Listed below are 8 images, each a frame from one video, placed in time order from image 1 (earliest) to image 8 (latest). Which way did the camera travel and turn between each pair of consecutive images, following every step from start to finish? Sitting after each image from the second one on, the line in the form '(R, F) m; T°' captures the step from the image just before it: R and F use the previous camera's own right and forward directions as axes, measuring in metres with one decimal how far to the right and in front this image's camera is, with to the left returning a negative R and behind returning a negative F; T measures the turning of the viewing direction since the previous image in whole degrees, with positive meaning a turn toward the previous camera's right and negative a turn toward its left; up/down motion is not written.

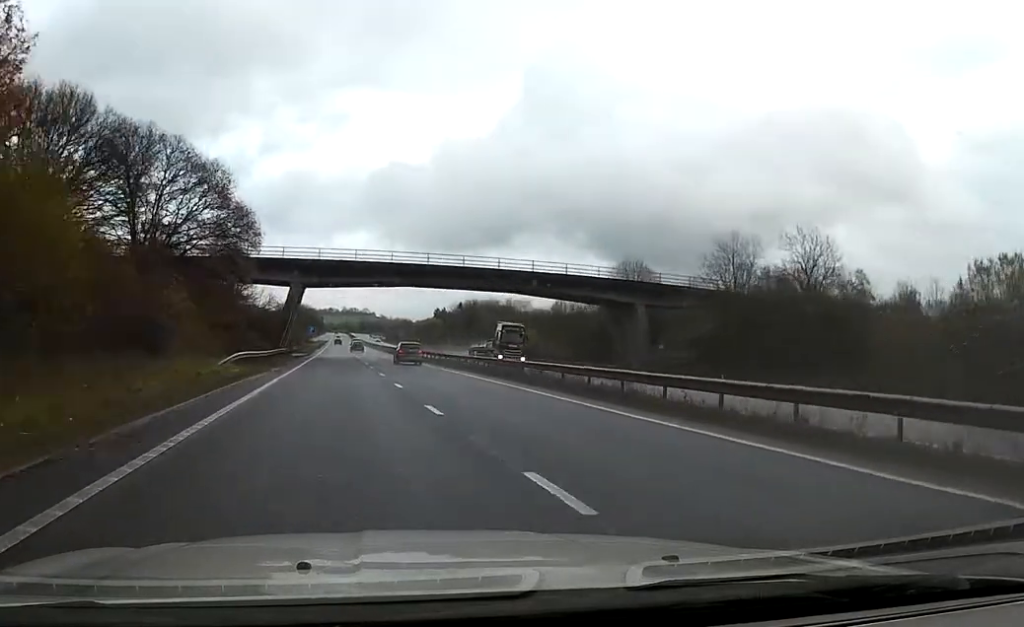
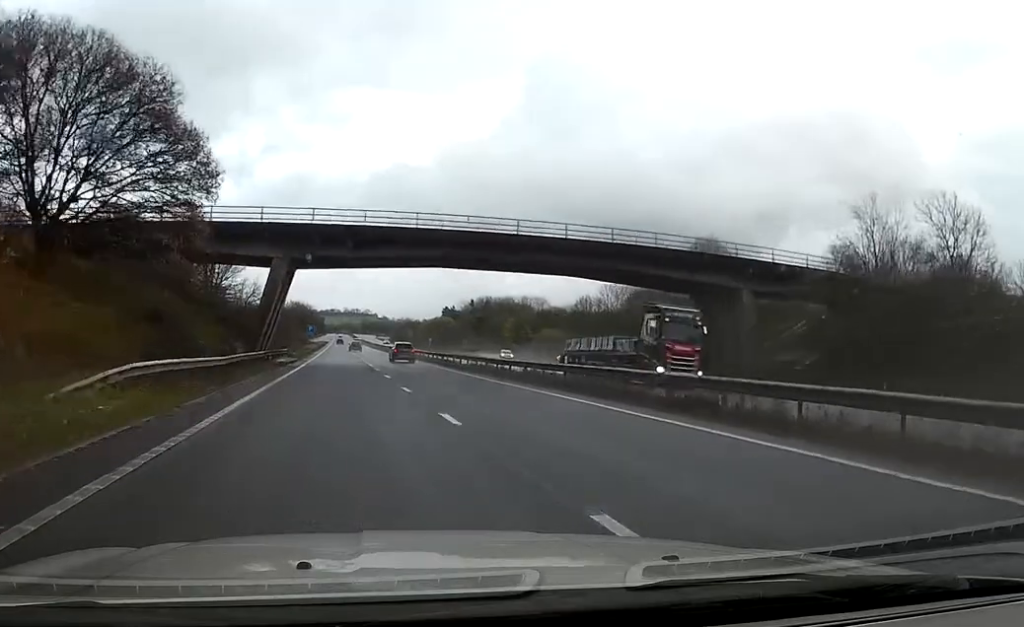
(-0.3, +19.1) m; 0°
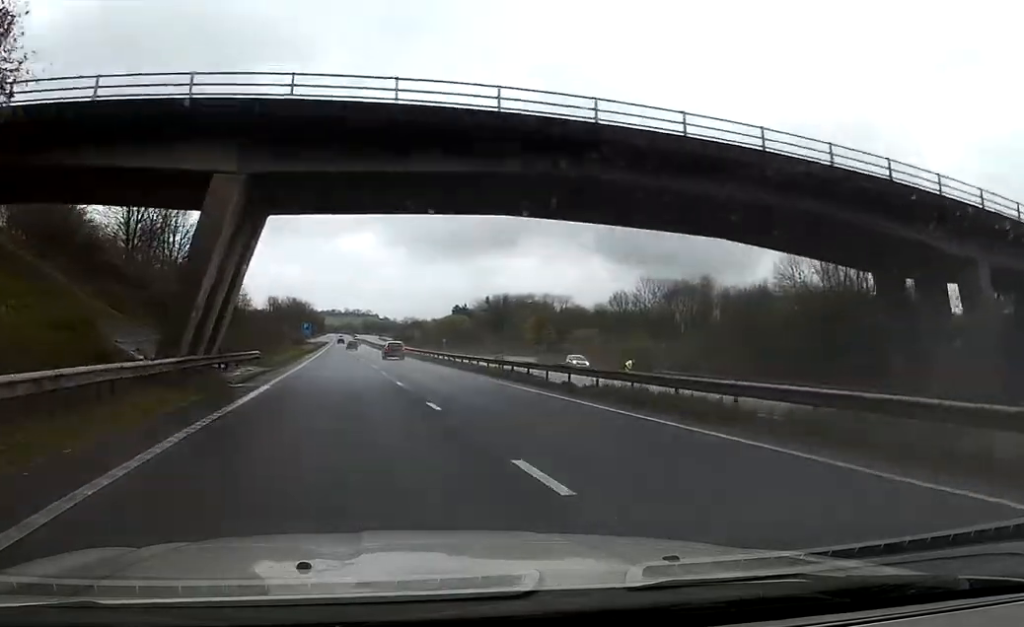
(+0.3, +22.7) m; +1°
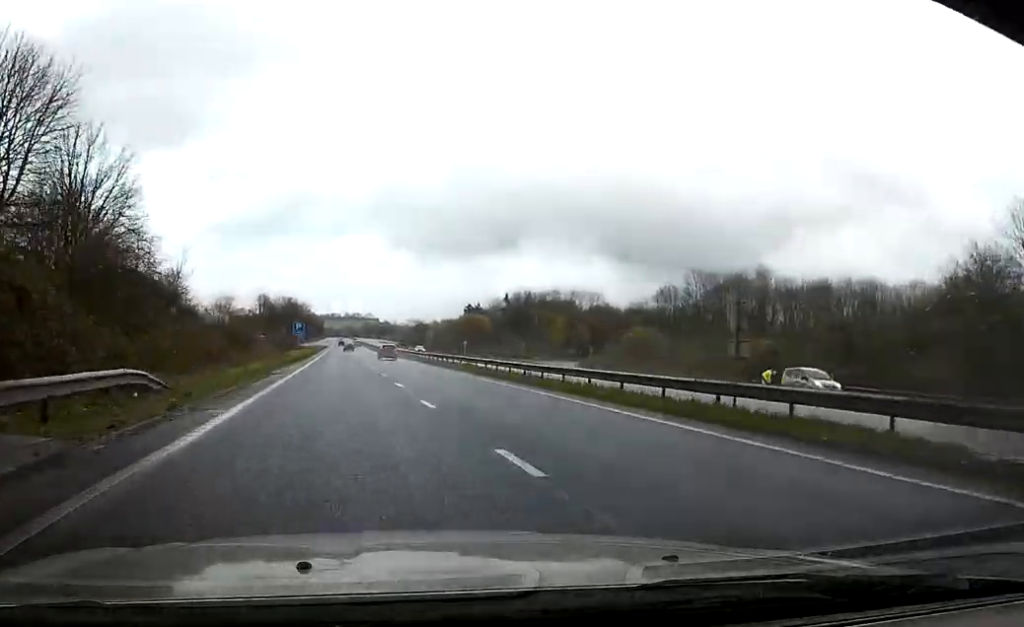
(+0.1, +24.6) m; 0°
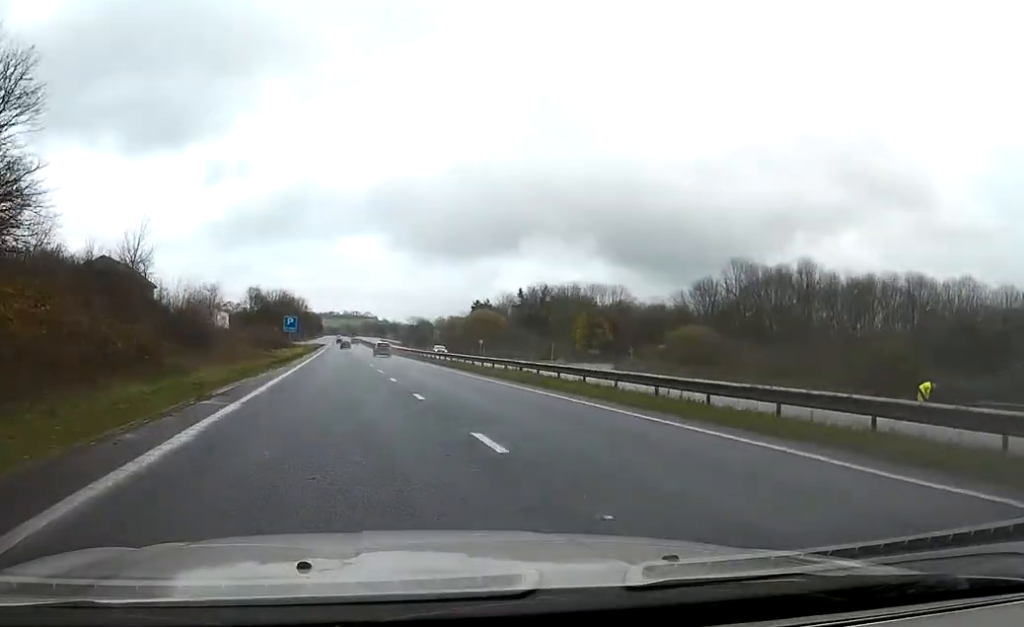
(0.0, +15.5) m; 0°
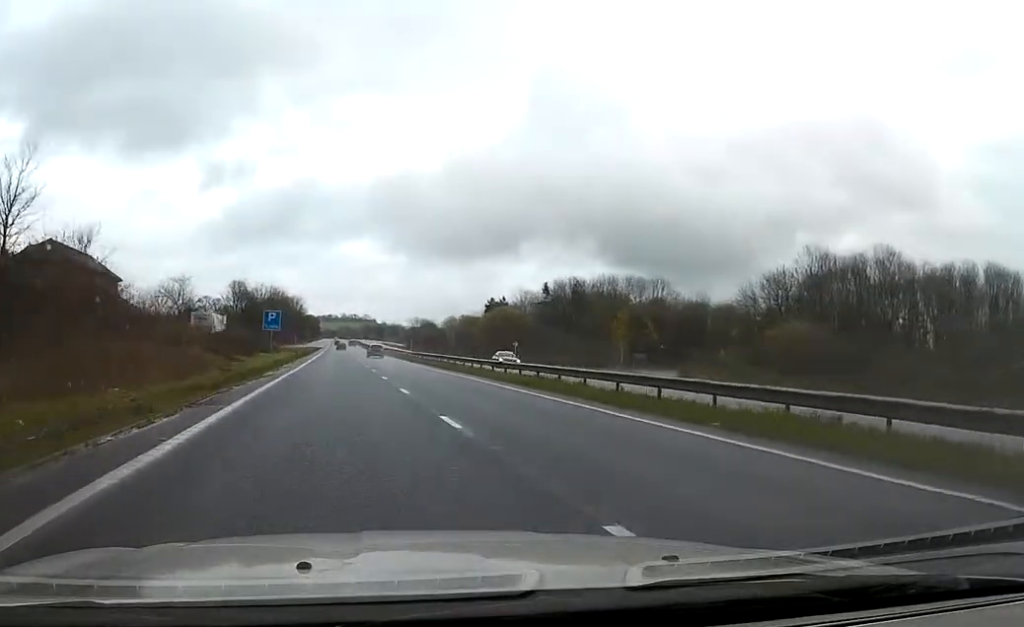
(-0.3, +22.8) m; 0°
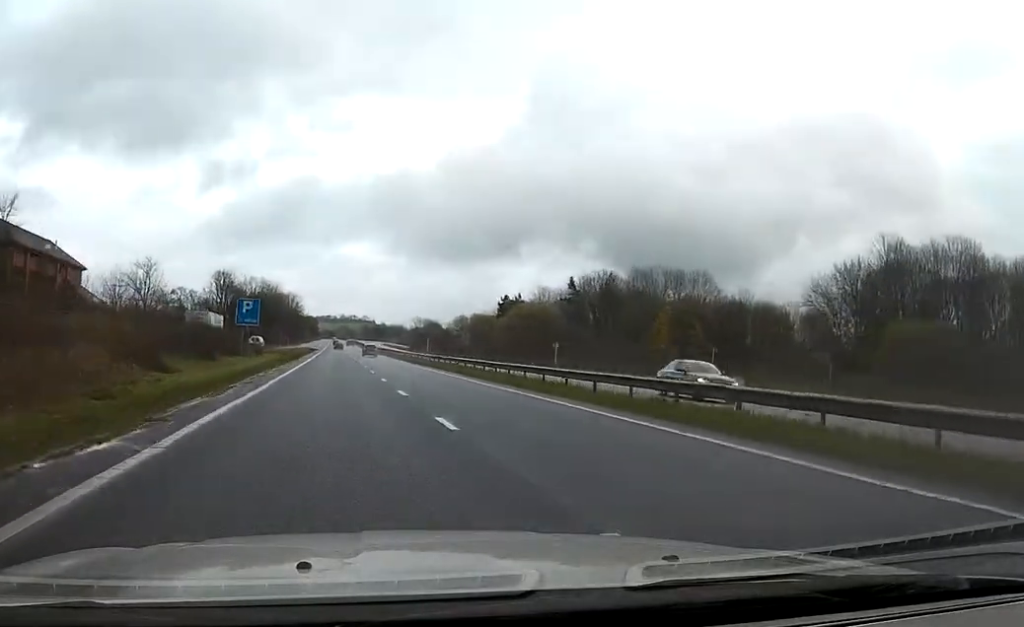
(+0.3, +17.3) m; +1°
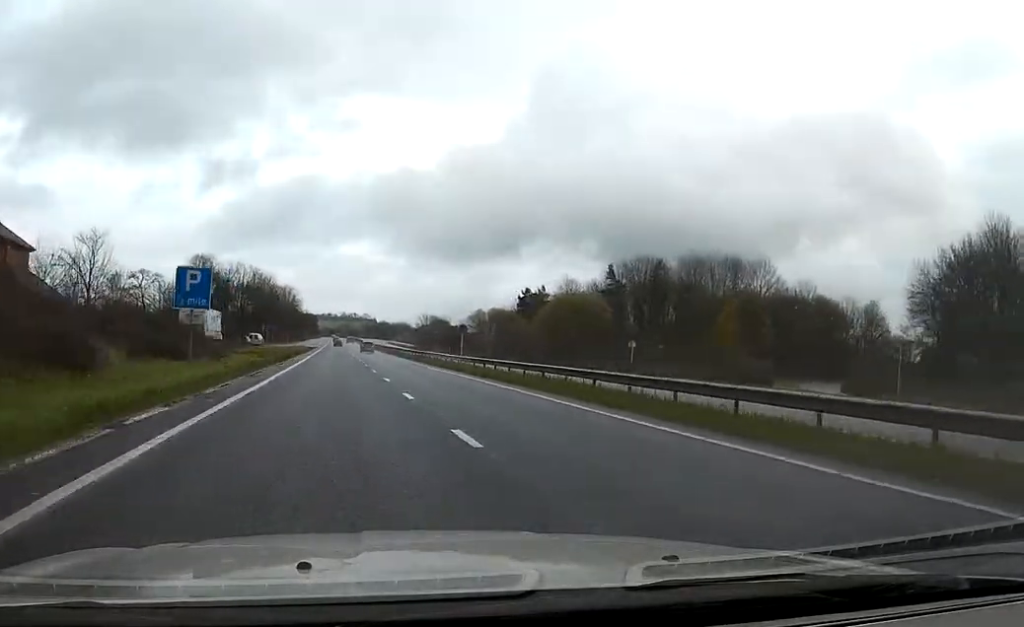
(+0.1, +19.1) m; 0°
